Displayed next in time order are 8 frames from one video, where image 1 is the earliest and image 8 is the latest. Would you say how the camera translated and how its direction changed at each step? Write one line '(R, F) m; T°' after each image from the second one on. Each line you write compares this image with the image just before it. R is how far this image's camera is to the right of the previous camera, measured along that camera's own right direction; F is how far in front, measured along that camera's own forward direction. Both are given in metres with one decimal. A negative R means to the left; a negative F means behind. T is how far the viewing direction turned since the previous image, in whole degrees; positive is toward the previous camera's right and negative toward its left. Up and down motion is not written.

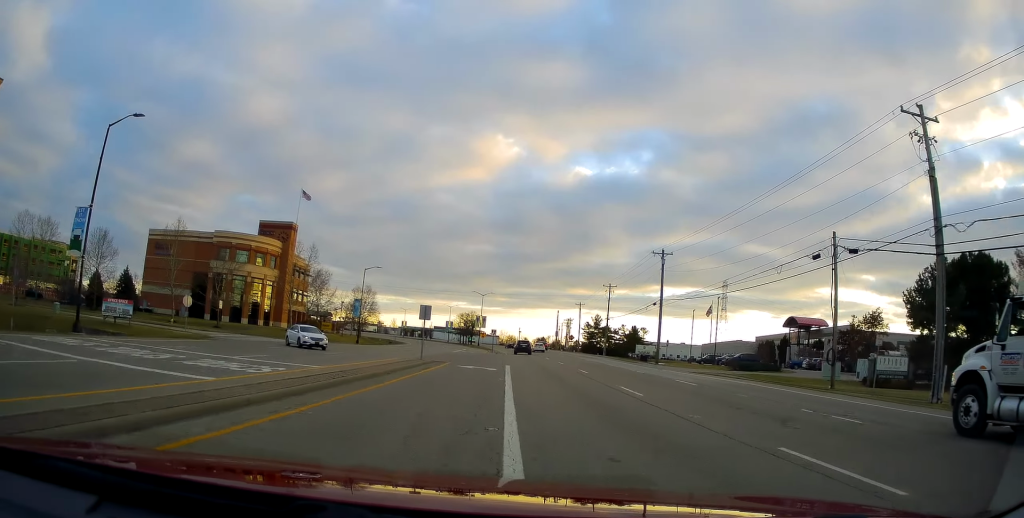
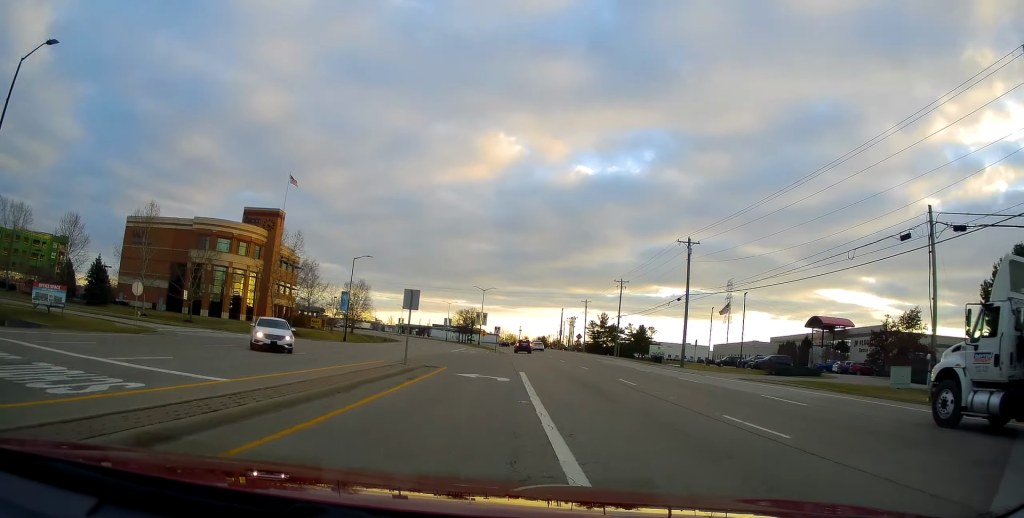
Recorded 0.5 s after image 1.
(+0.4, +8.1) m; +2°
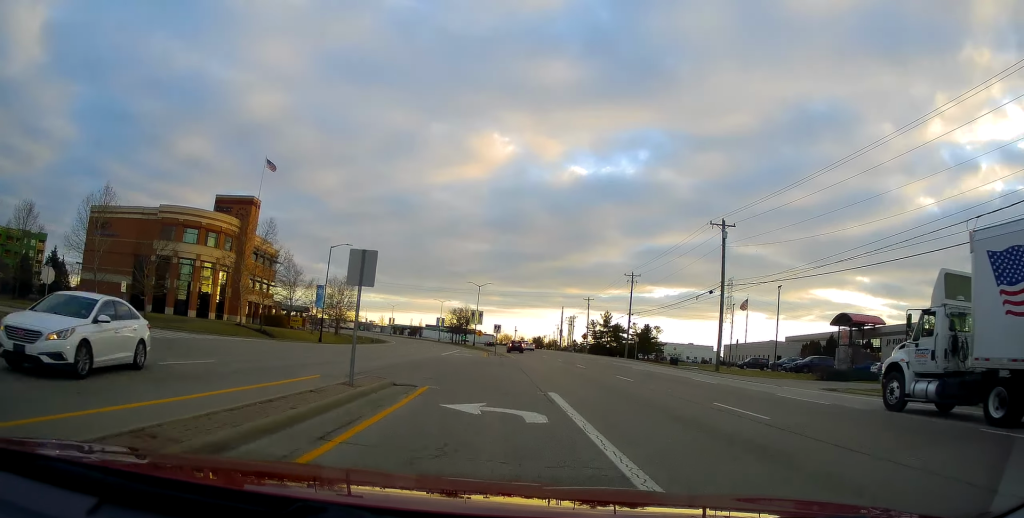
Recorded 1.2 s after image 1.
(+0.2, +10.2) m; +1°
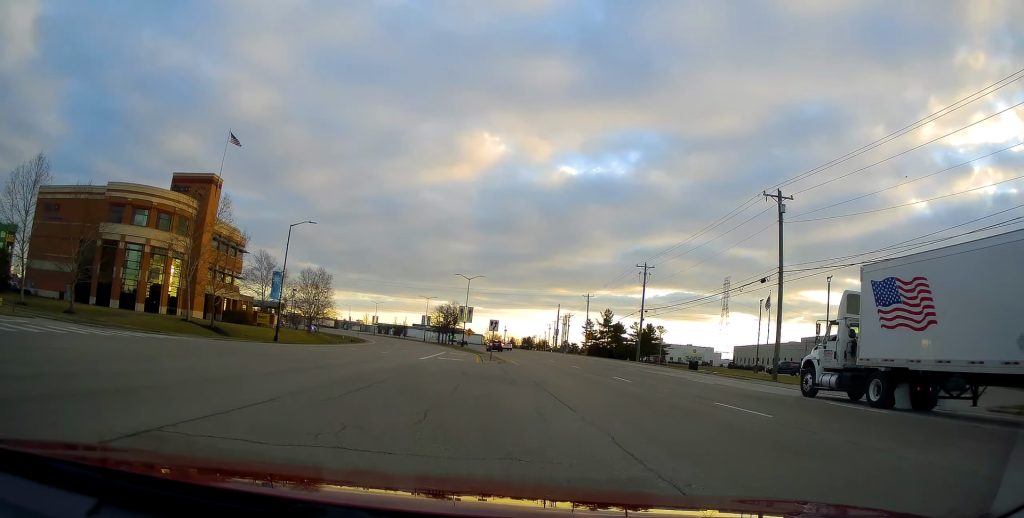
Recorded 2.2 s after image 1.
(0.0, +12.2) m; -2°
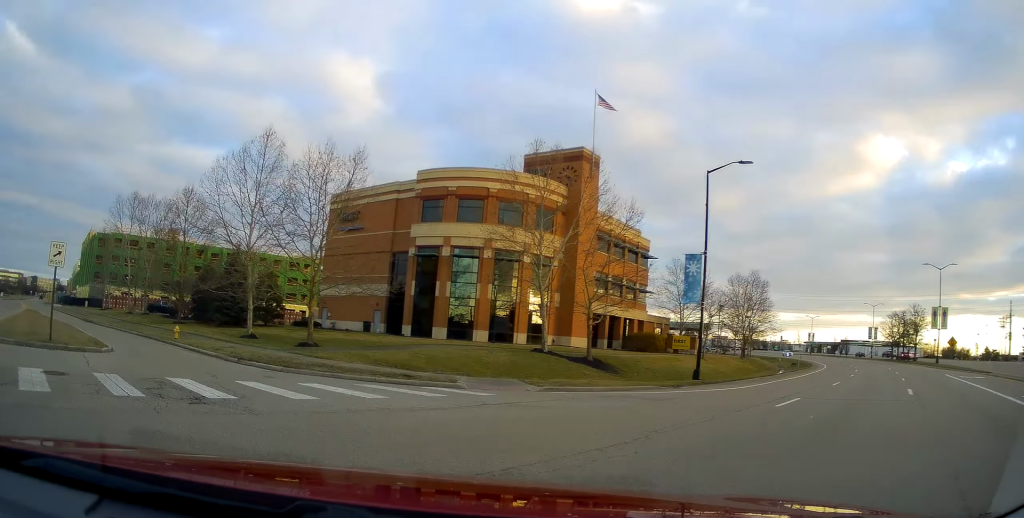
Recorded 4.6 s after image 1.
(-4.9, +24.8) m; -37°
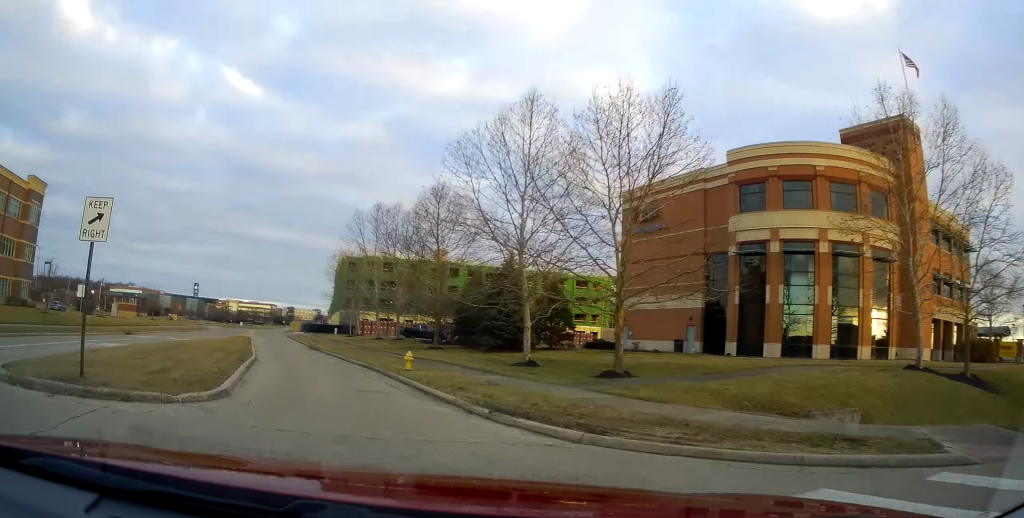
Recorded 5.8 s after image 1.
(-2.2, +10.2) m; -19°
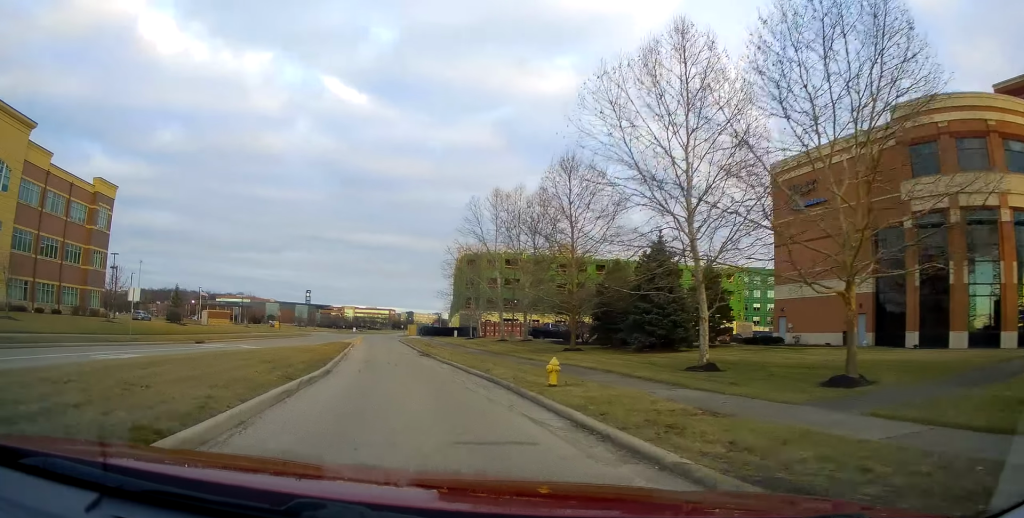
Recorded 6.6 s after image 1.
(-0.5, +7.1) m; -13°
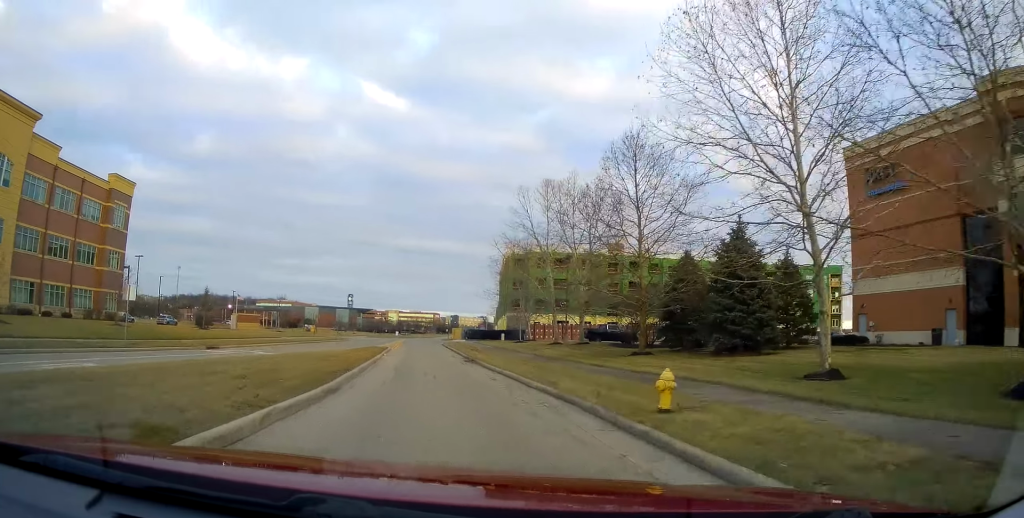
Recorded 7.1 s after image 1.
(+0.2, +4.7) m; -9°
